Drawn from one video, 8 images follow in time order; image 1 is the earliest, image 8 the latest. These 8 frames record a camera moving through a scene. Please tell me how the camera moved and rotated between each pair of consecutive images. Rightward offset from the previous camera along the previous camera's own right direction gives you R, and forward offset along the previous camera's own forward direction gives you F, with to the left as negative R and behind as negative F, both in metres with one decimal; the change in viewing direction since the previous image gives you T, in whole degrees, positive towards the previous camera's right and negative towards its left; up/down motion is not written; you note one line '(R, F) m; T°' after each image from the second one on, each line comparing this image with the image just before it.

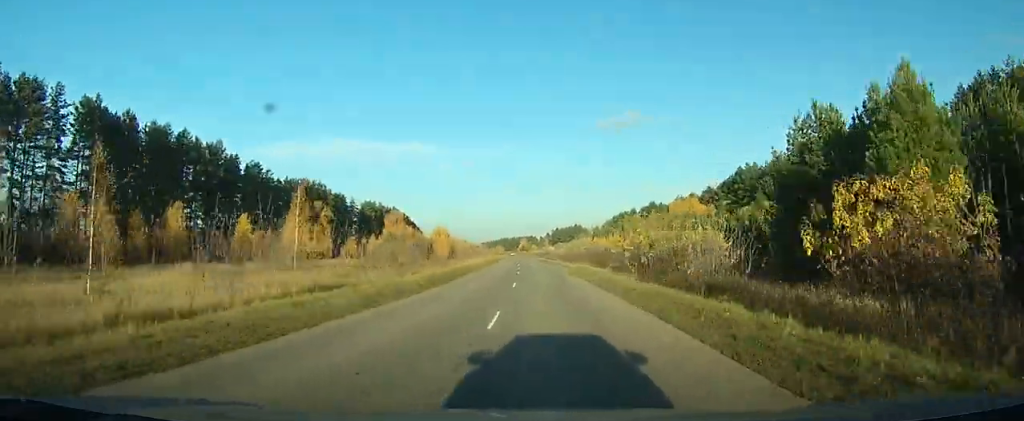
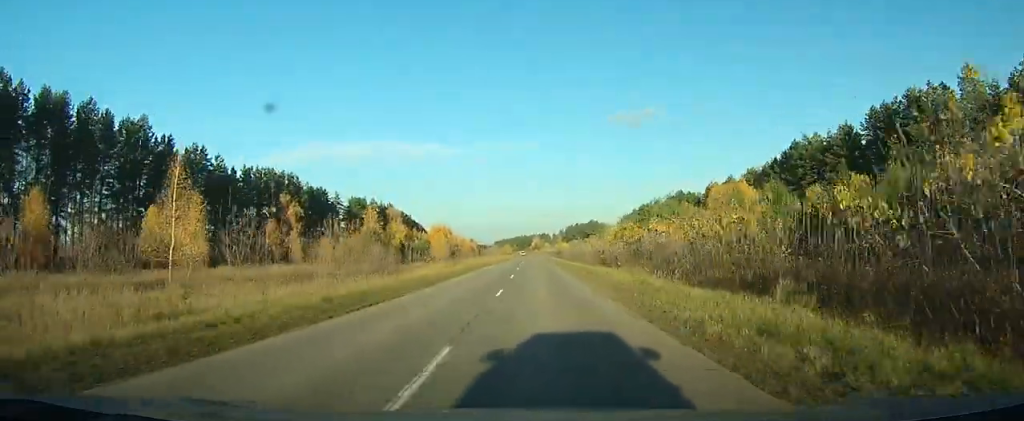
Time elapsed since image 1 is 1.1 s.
(-0.2, +28.0) m; -1°
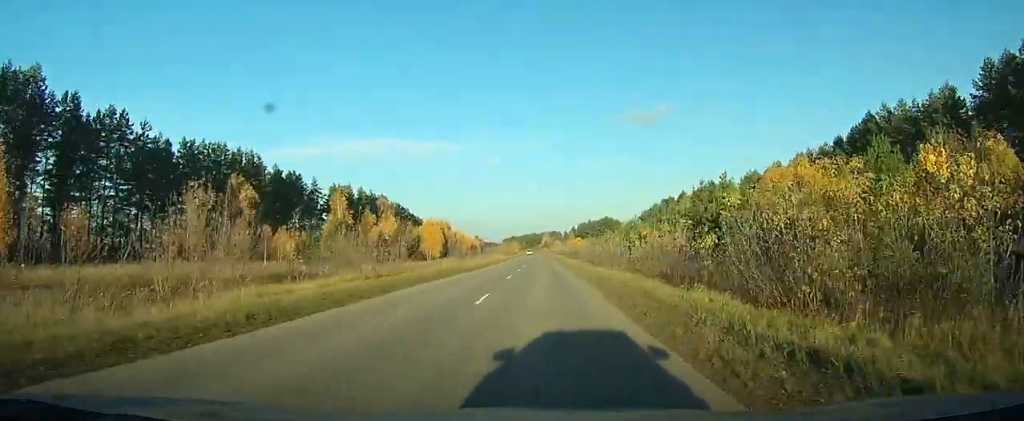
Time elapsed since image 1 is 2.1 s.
(-0.3, +28.4) m; -1°
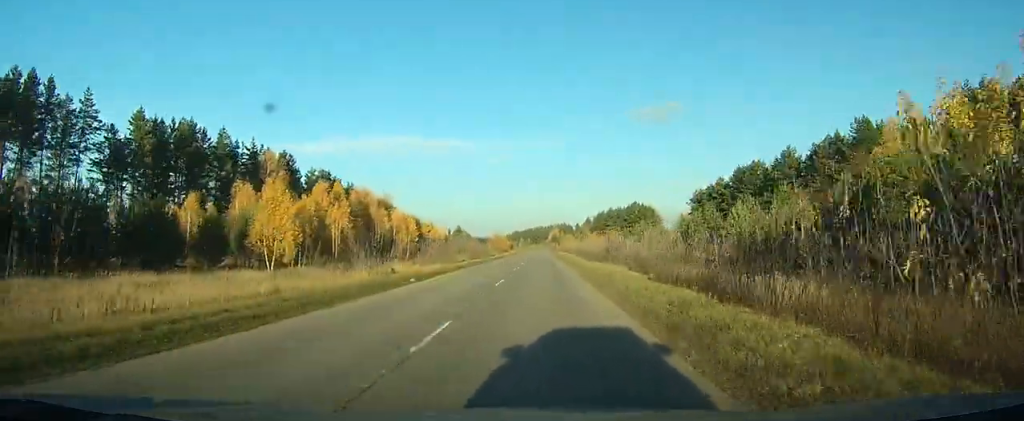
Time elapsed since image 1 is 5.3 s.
(-1.3, +92.2) m; -1°
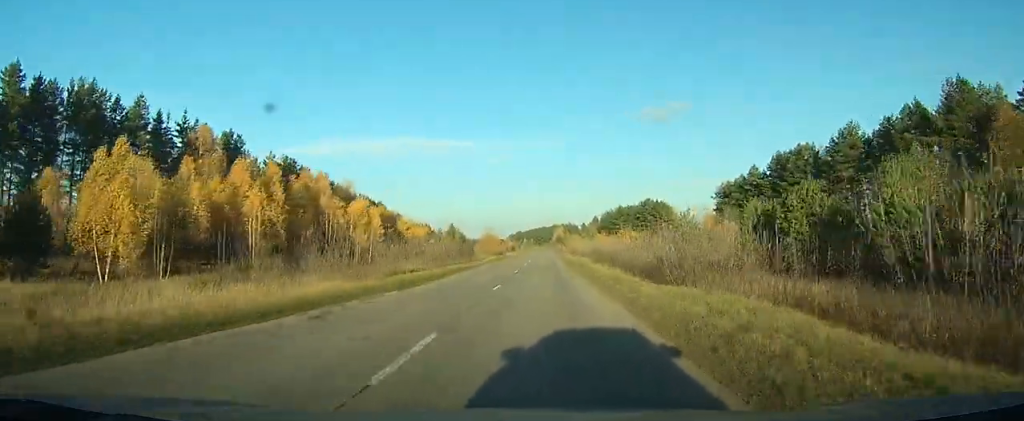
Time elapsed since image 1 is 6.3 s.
(-0.1, +25.5) m; 0°
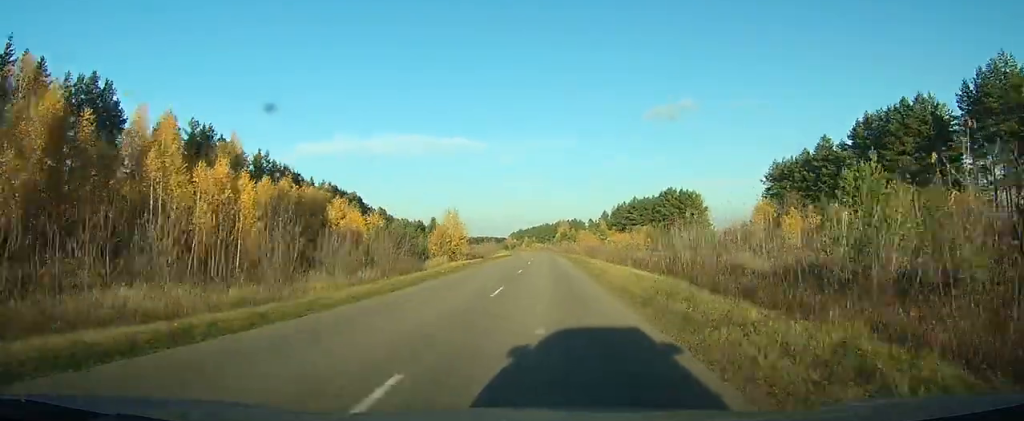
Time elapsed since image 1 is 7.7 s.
(-0.1, +37.6) m; -1°
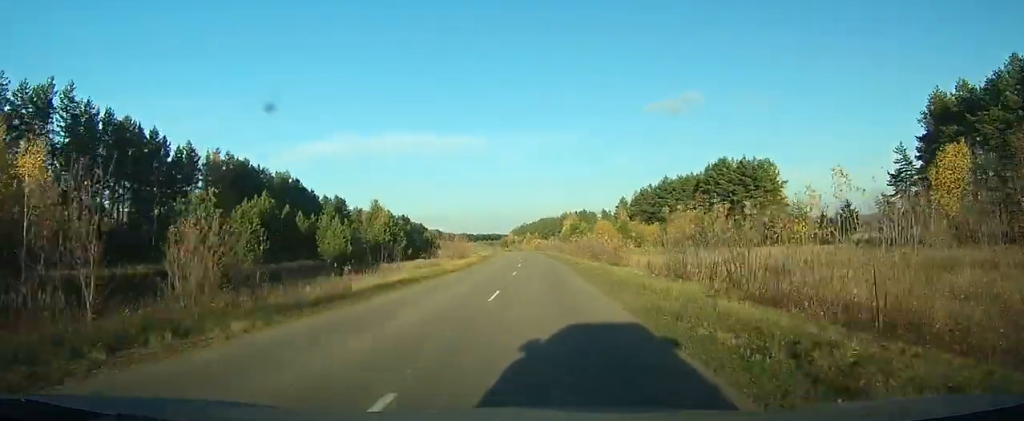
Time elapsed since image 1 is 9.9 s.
(-0.5, +58.0) m; -2°
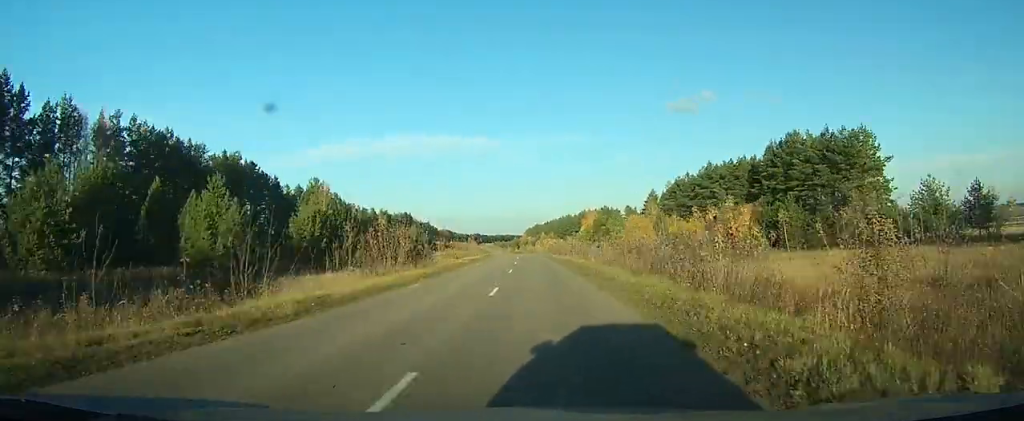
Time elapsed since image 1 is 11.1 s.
(-0.2, +33.9) m; -1°
